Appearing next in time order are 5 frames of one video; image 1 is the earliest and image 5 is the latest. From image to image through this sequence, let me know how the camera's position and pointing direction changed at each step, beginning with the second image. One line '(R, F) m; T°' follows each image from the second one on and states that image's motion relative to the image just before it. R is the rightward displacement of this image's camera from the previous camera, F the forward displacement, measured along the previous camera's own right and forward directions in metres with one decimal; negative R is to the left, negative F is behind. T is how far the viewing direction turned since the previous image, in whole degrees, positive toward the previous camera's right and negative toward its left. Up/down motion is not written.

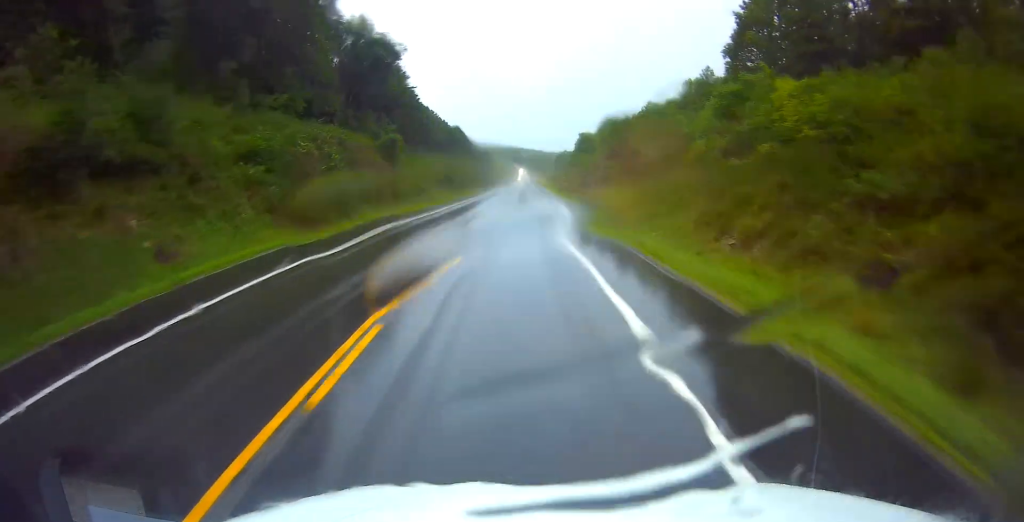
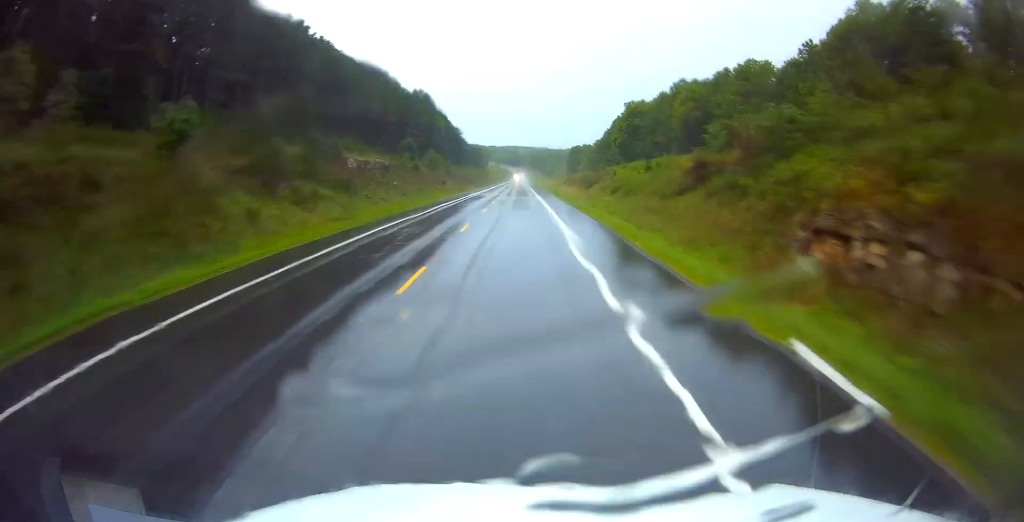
(+0.6, +101.3) m; 0°
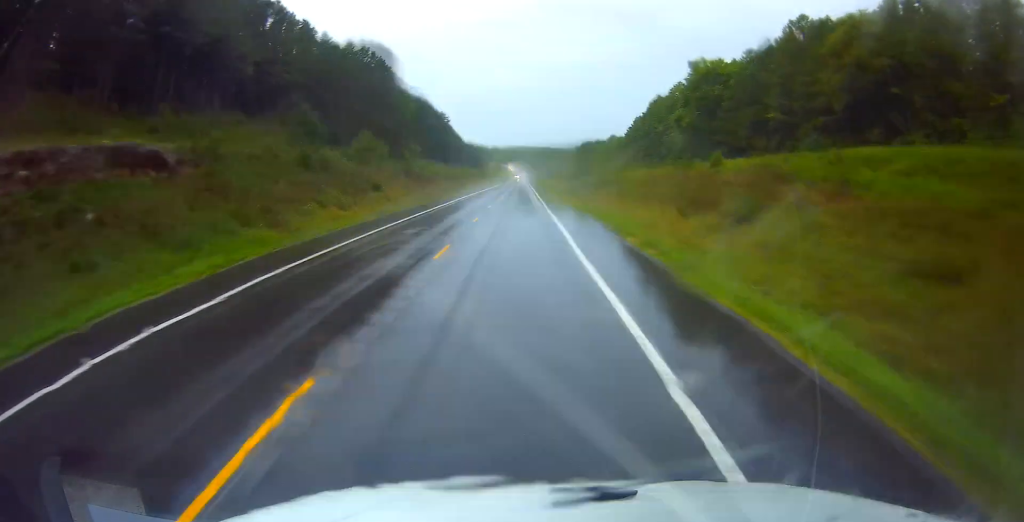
(-0.2, +55.6) m; 0°
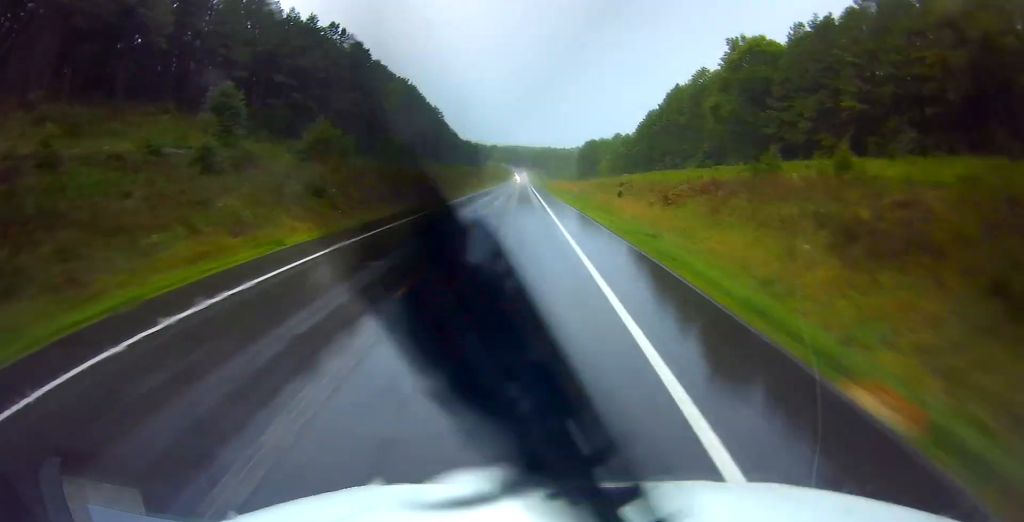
(+0.1, +17.2) m; 0°
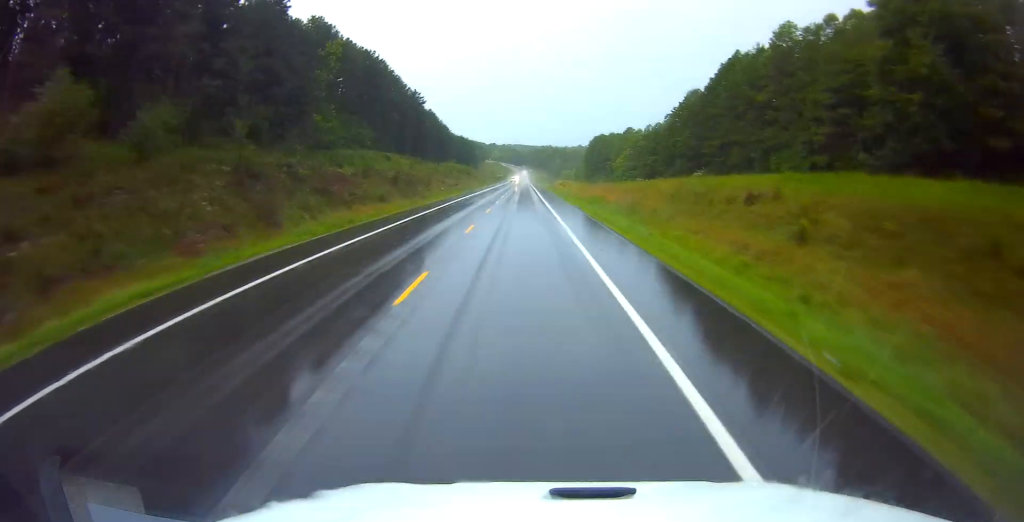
(-0.1, +36.7) m; 0°
